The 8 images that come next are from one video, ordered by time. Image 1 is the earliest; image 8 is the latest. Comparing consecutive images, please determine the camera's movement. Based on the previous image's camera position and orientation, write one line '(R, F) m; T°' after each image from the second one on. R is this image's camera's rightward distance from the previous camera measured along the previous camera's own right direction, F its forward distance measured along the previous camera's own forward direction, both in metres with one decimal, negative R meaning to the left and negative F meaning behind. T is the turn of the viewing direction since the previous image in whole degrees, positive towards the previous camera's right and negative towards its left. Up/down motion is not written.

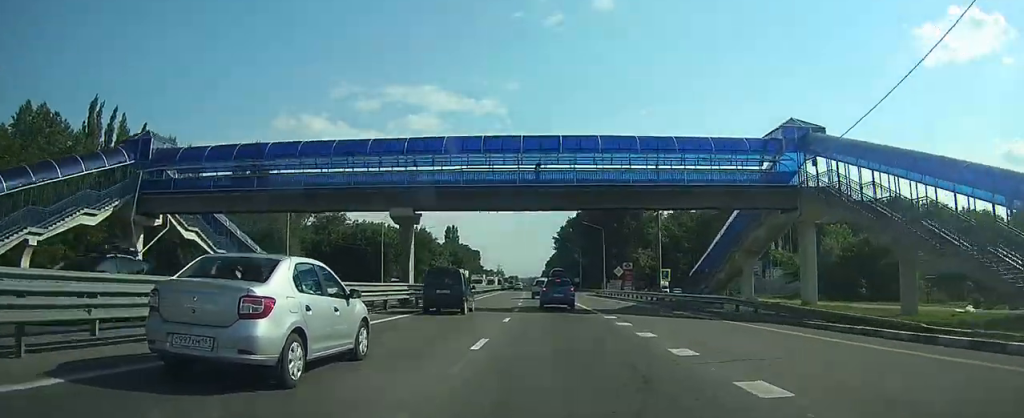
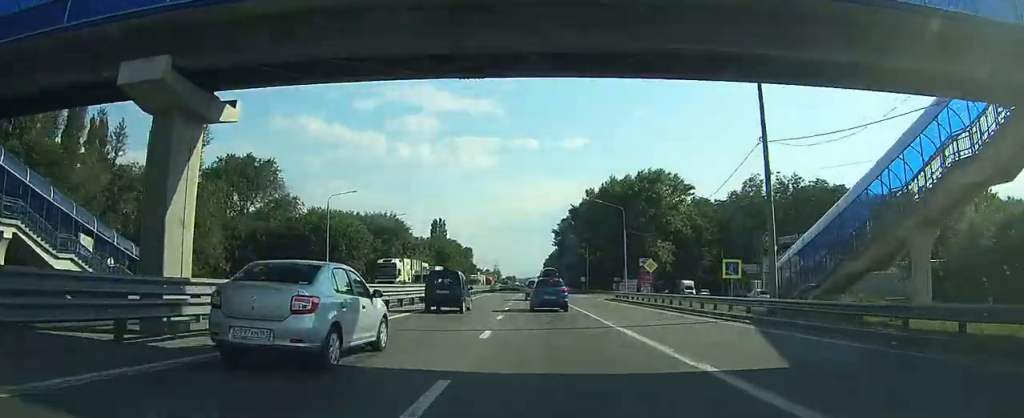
(0.0, +23.2) m; 0°
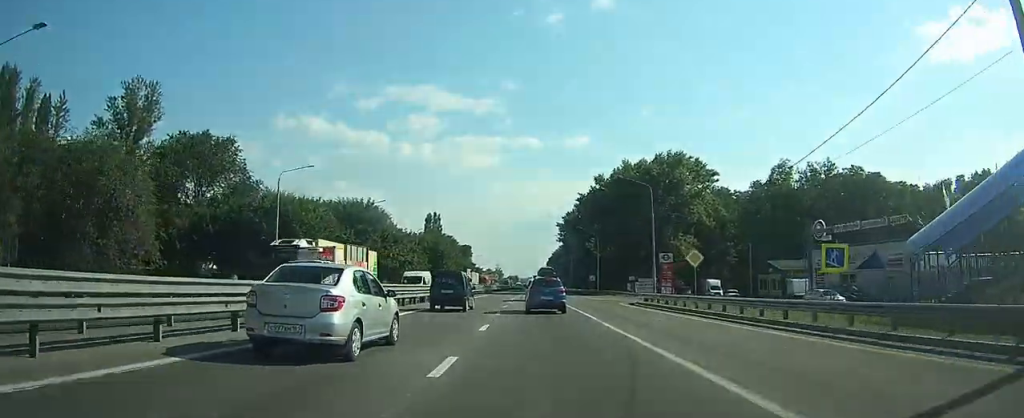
(0.0, +14.3) m; 0°
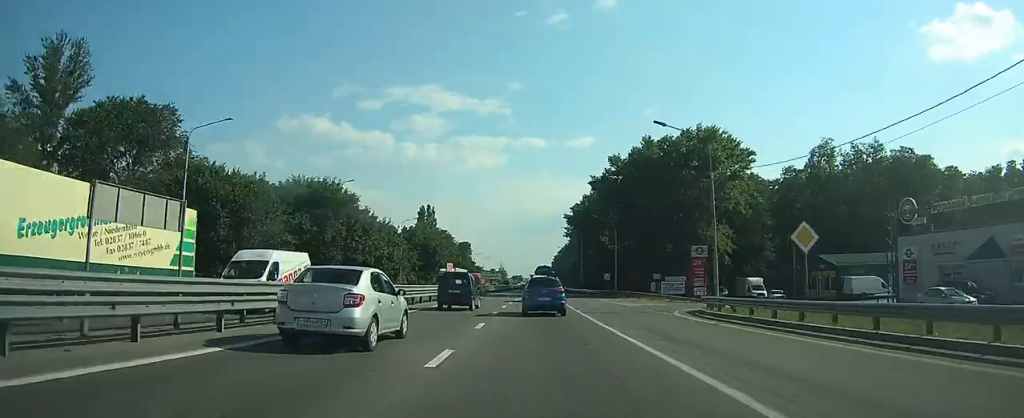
(-0.2, +15.8) m; -1°
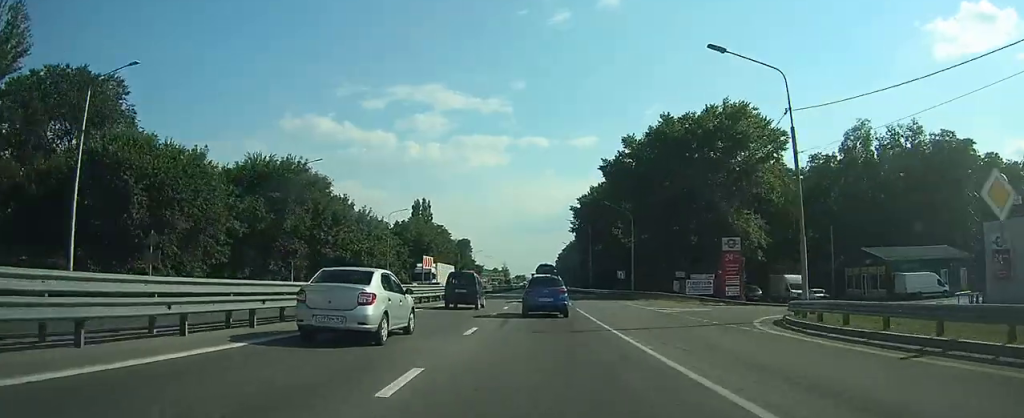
(0.0, +10.6) m; 0°
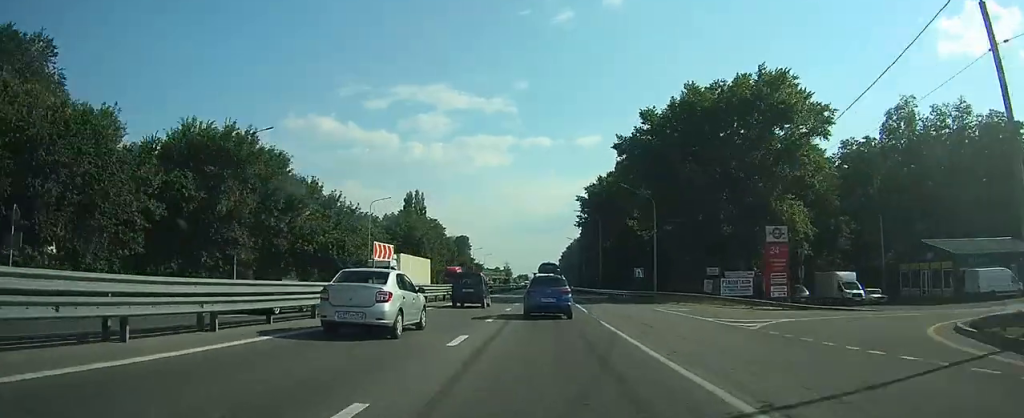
(0.0, +11.2) m; 0°
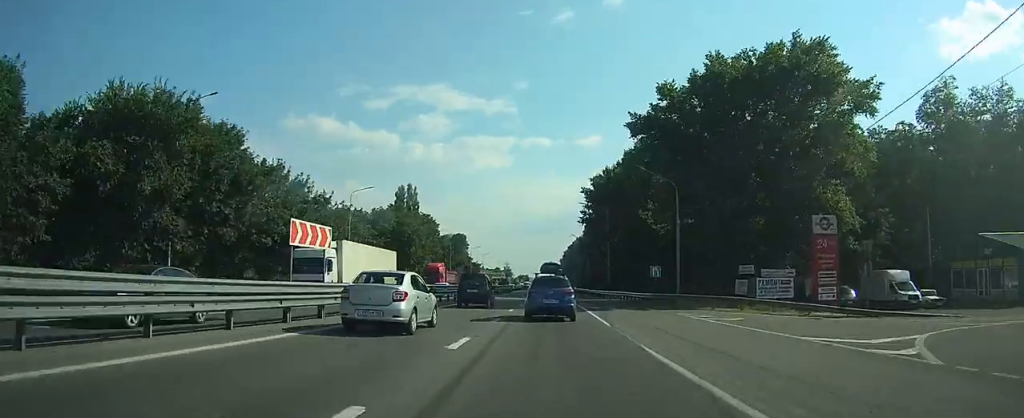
(-0.1, +8.5) m; 0°
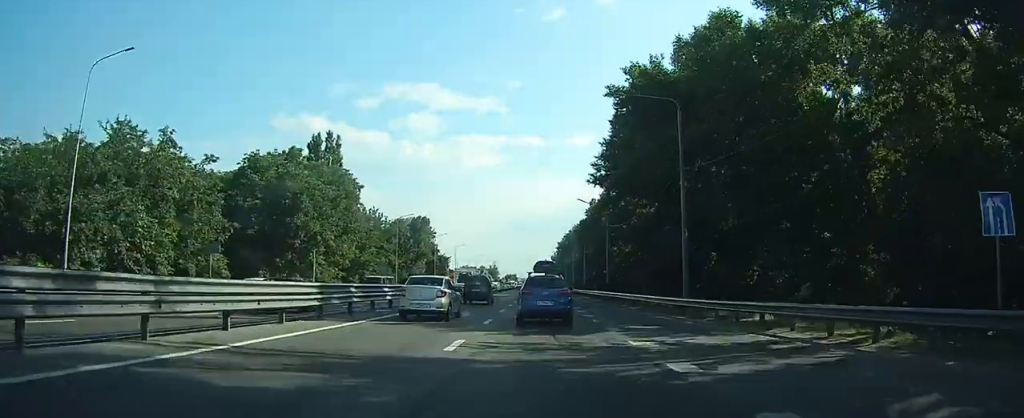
(-0.3, +42.1) m; 0°
